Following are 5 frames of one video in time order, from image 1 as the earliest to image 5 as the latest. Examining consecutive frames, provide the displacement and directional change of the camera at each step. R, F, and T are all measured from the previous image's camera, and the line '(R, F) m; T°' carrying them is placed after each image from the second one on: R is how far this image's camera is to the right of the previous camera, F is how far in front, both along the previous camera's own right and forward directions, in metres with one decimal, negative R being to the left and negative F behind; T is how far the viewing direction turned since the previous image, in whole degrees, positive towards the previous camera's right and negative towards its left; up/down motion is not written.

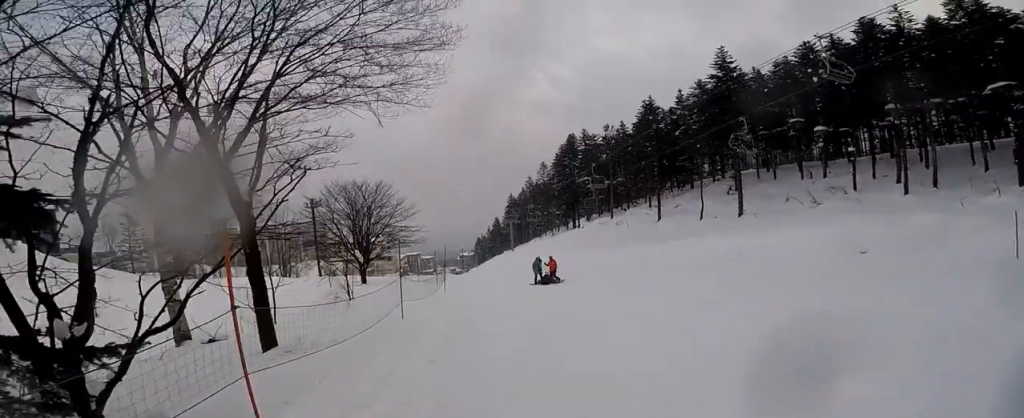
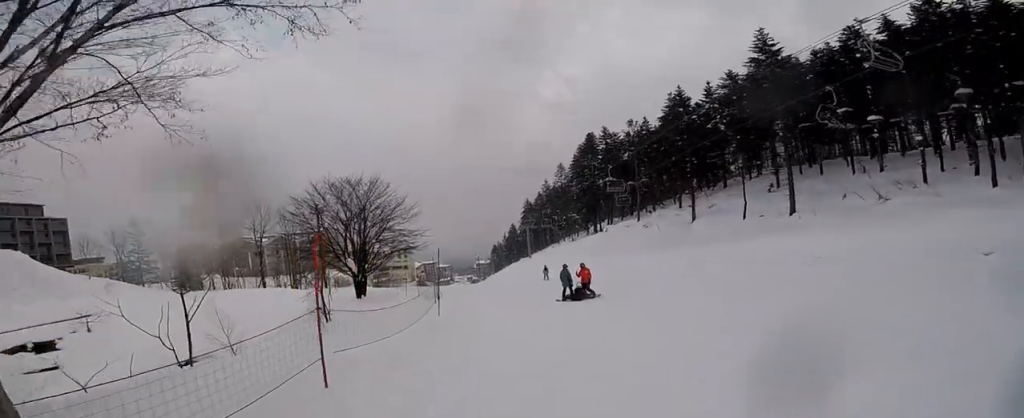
(-0.4, +4.5) m; -2°
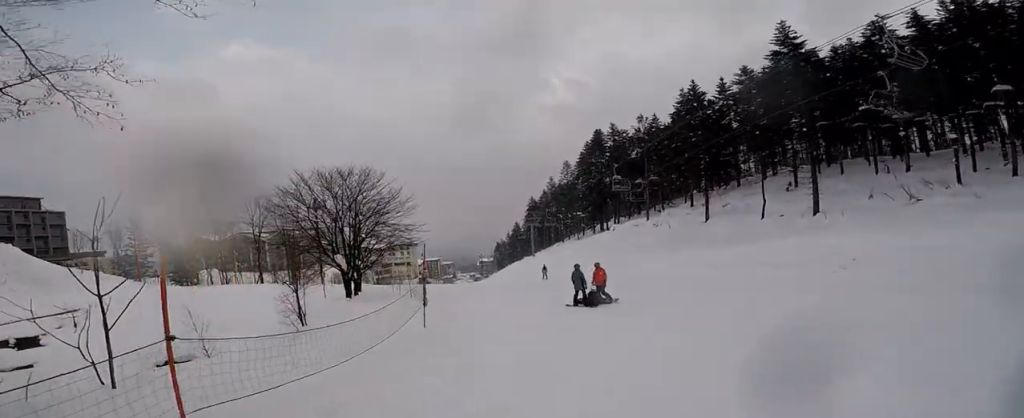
(-0.1, +2.1) m; +3°
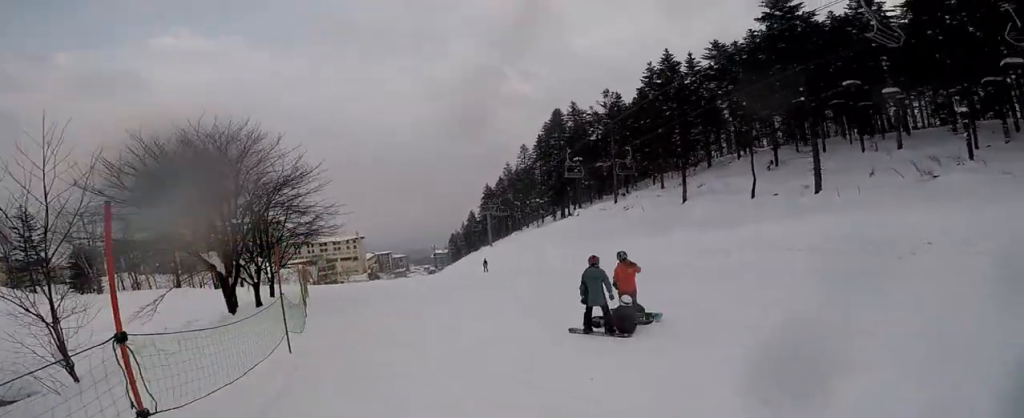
(+0.6, +6.3) m; +1°
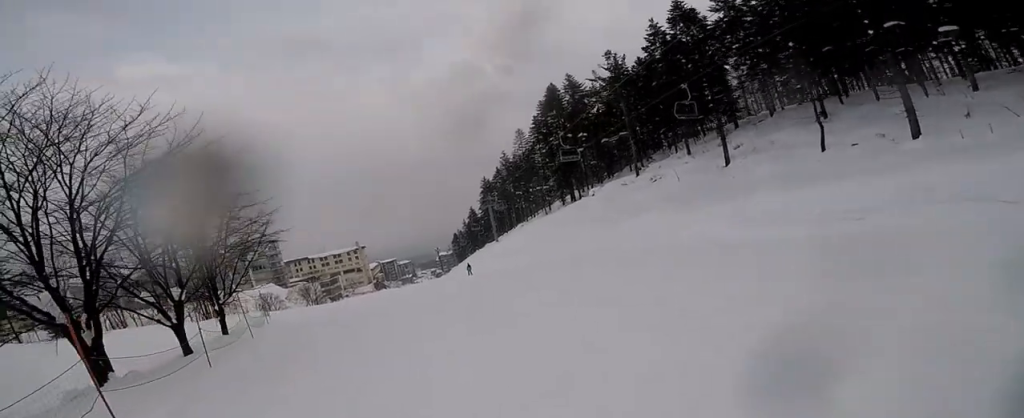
(-0.9, +7.5) m; -2°
